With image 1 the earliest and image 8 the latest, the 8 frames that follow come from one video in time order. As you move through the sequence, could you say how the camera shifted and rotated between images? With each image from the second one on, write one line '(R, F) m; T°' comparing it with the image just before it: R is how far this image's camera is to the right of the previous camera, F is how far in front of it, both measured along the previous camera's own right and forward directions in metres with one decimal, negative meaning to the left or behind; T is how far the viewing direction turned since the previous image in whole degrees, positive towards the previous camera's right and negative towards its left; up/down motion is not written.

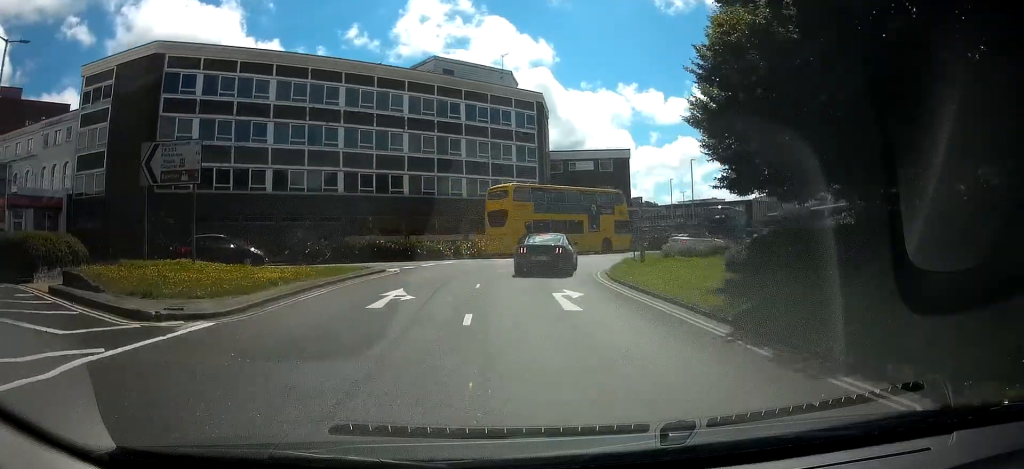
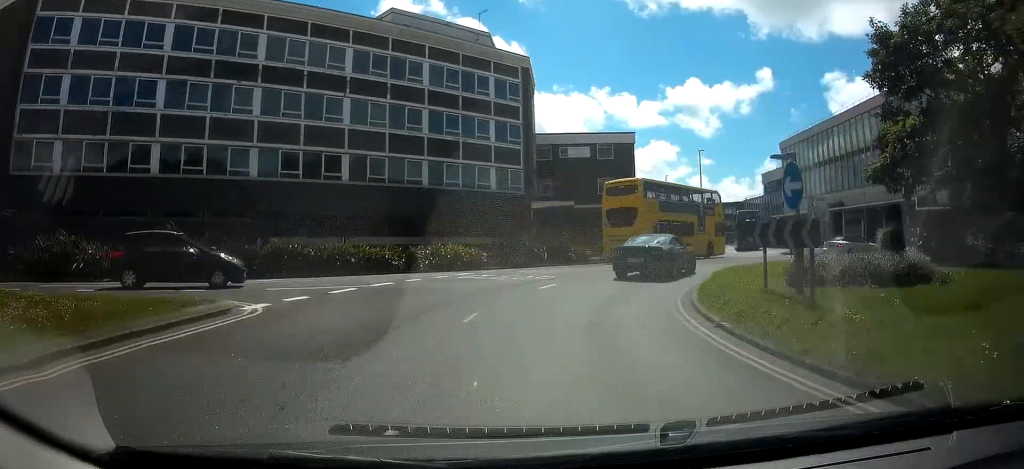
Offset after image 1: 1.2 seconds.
(+0.2, +10.9) m; +4°
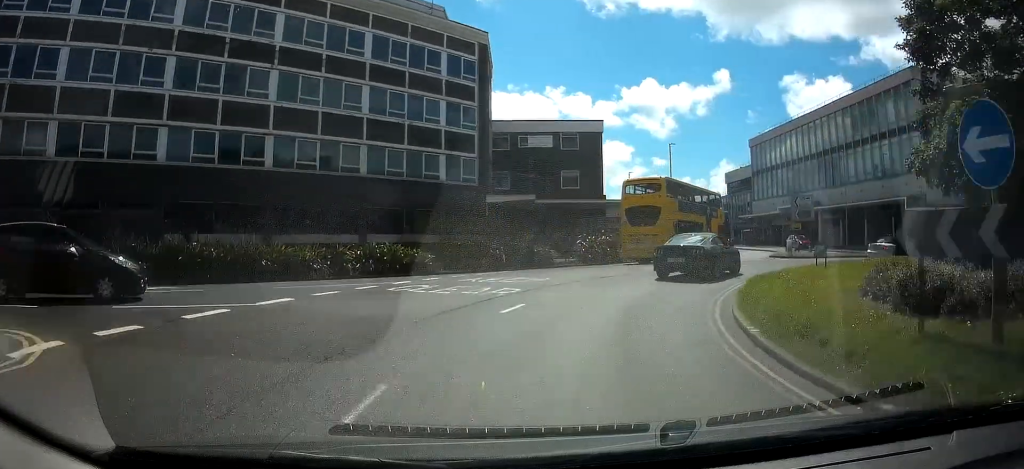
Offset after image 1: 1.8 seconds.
(0.0, +4.7) m; +3°
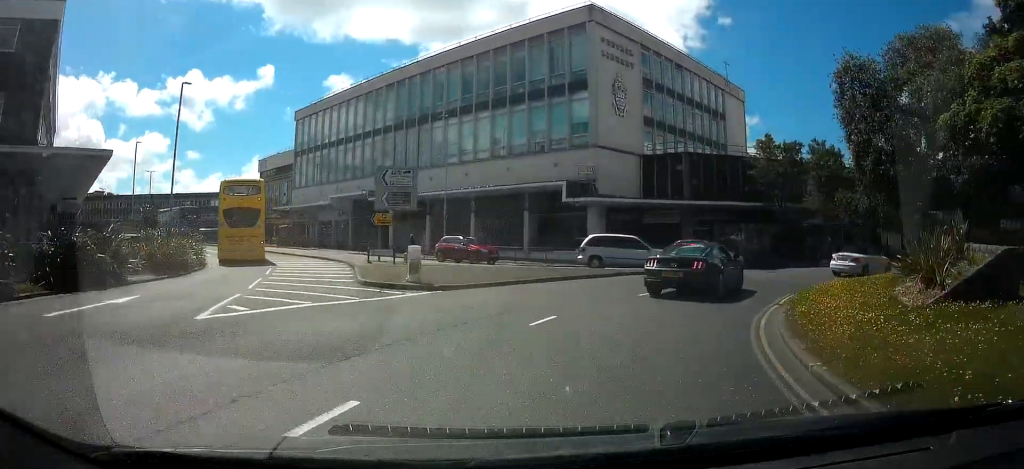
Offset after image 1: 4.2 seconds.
(+6.6, +18.9) m; +37°
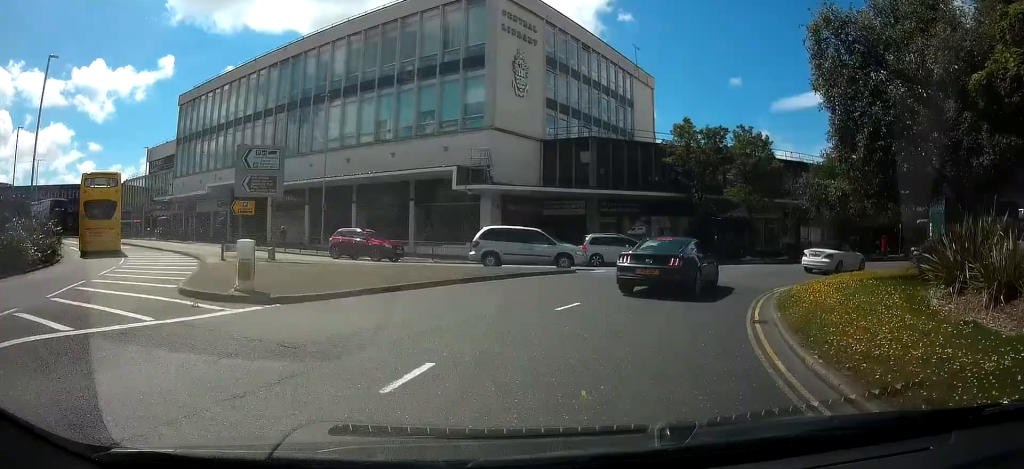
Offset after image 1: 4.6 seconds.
(-0.1, +3.9) m; +6°
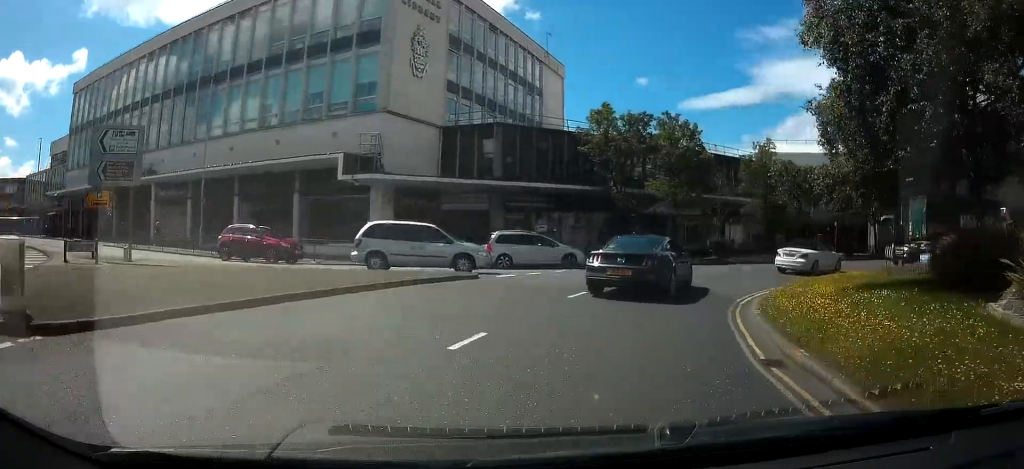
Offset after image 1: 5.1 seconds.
(+0.3, +3.4) m; +13°
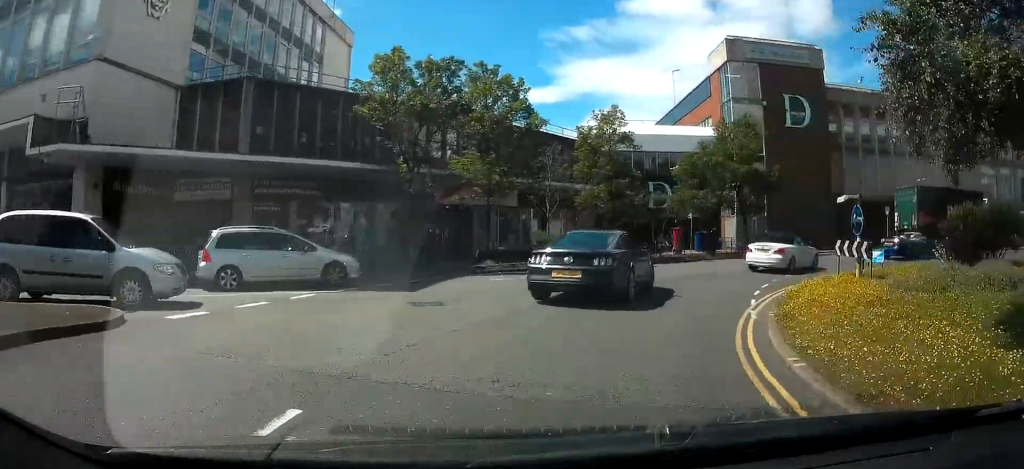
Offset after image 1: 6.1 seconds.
(+2.2, +7.3) m; +40°
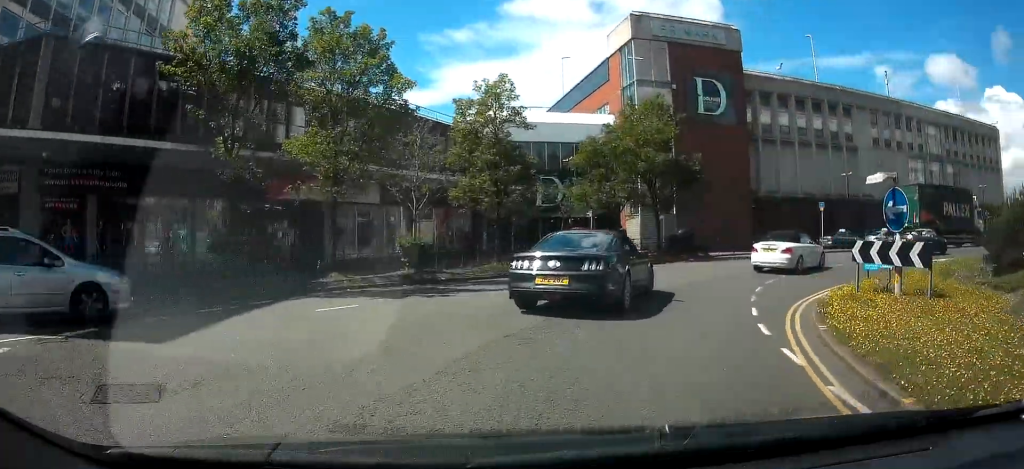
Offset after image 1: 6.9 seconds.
(+1.5, +5.9) m; +25°
